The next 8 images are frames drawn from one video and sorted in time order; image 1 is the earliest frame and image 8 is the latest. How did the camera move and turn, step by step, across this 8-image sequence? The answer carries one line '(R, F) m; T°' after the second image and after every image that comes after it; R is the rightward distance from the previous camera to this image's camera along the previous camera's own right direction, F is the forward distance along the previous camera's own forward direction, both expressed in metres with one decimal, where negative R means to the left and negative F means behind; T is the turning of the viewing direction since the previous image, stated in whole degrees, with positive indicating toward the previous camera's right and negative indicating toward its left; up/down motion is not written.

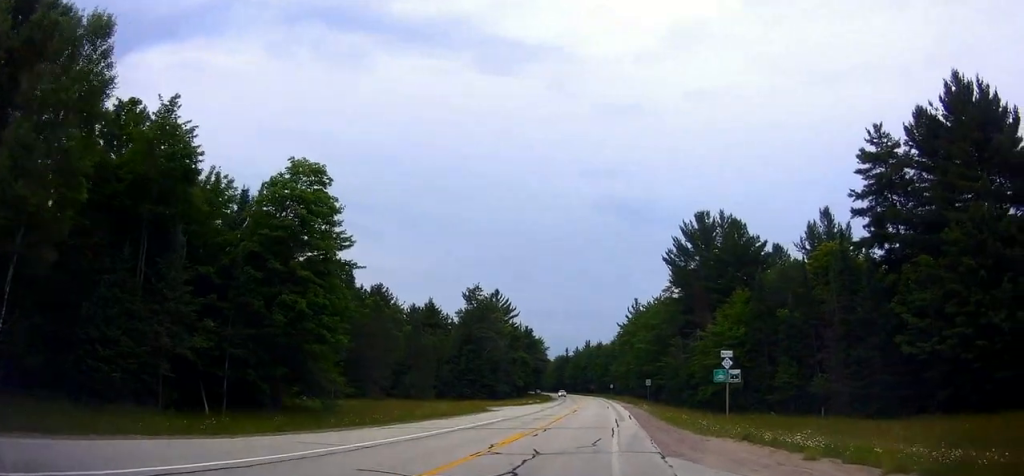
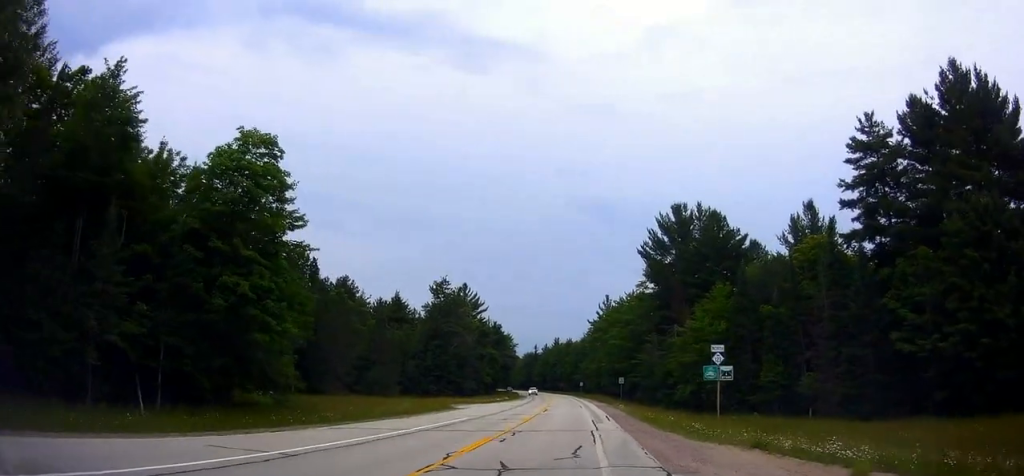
(+0.1, +2.1) m; +5°
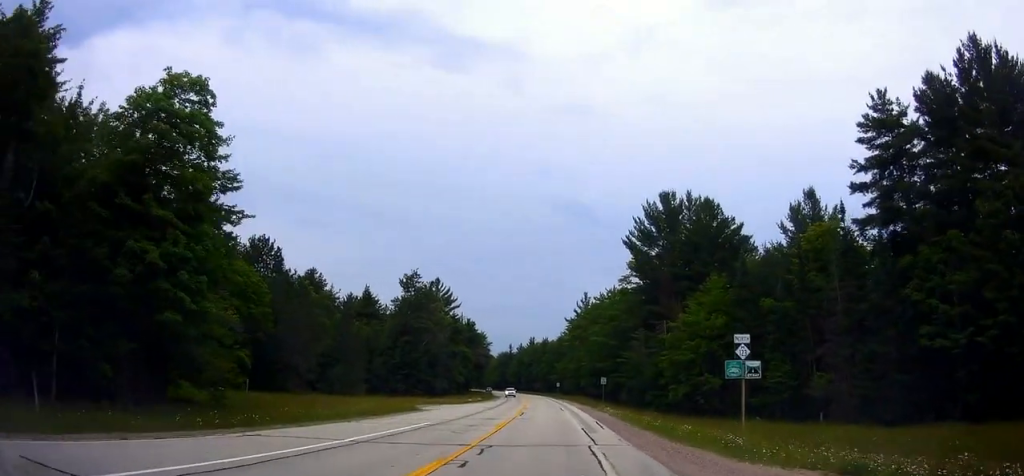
(+0.2, +3.9) m; +4°
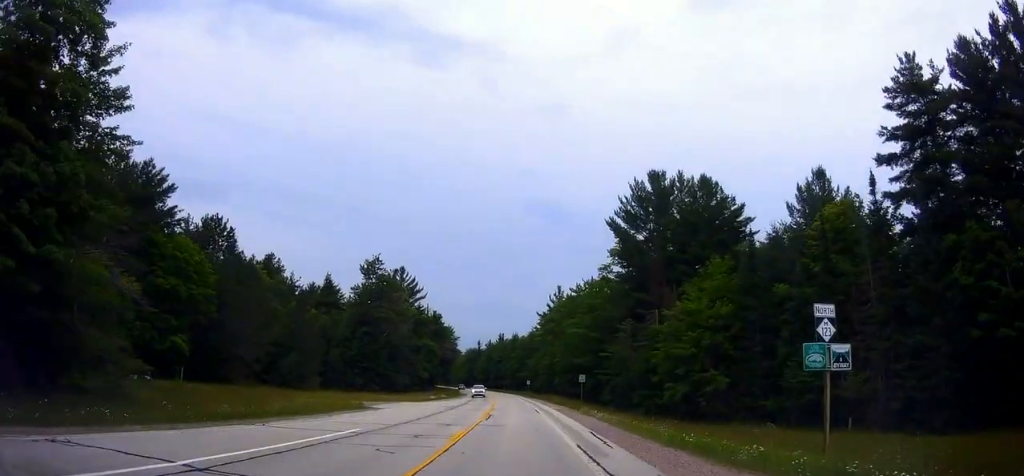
(+0.1, +5.3) m; +4°
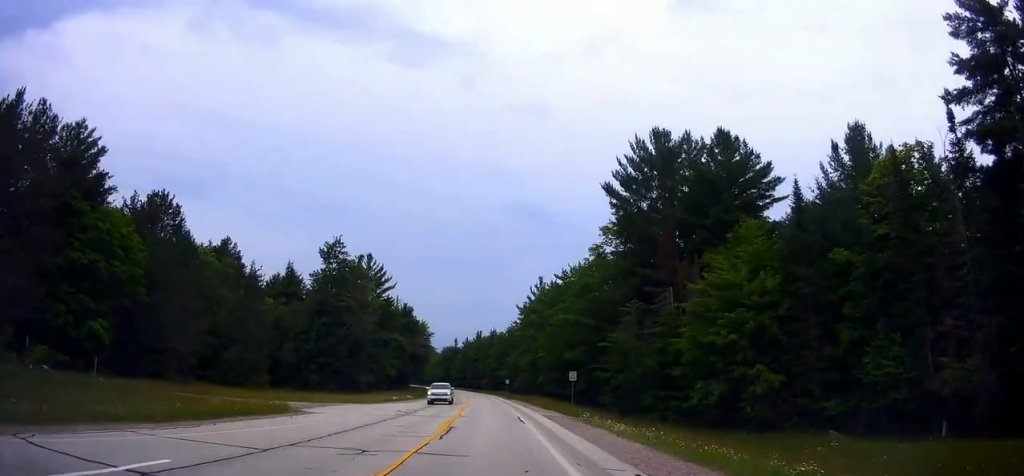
(+0.3, +8.0) m; +2°
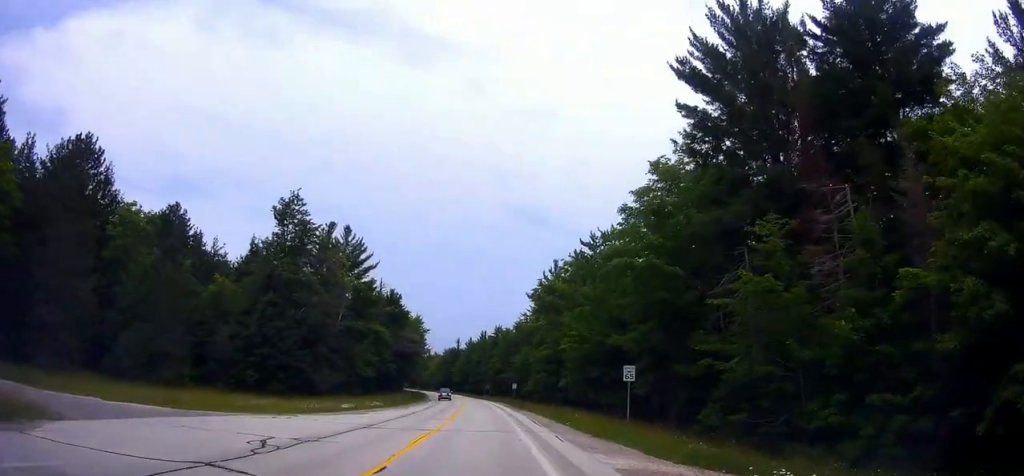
(-0.1, +16.7) m; -1°
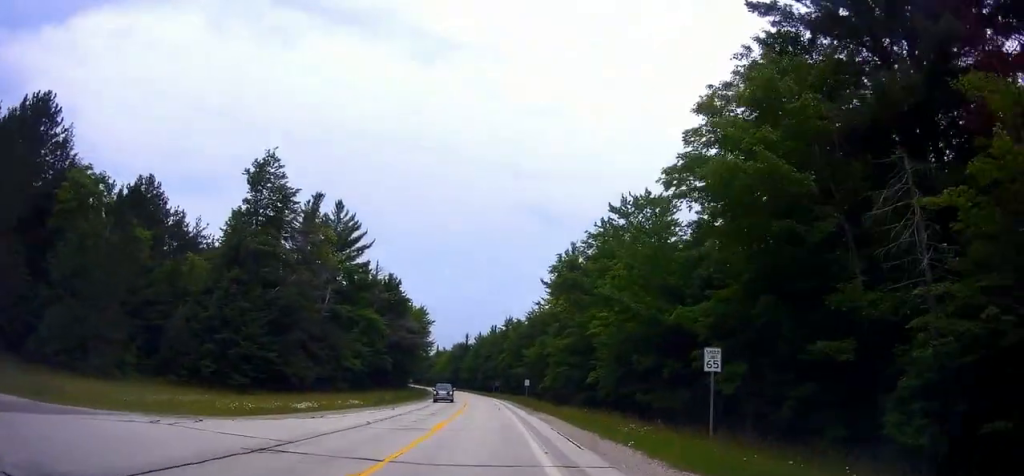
(0.0, +9.2) m; 0°
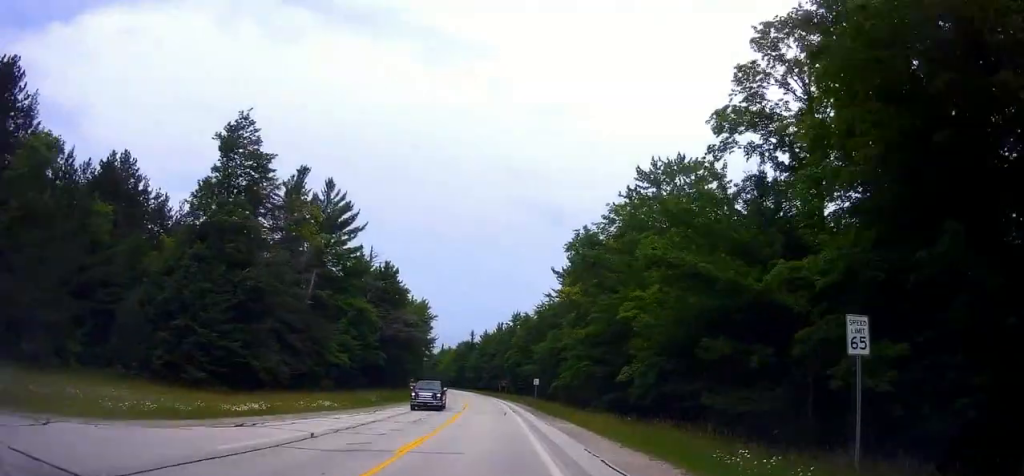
(0.0, +6.6) m; 0°
